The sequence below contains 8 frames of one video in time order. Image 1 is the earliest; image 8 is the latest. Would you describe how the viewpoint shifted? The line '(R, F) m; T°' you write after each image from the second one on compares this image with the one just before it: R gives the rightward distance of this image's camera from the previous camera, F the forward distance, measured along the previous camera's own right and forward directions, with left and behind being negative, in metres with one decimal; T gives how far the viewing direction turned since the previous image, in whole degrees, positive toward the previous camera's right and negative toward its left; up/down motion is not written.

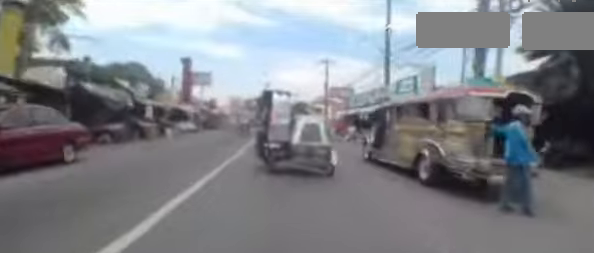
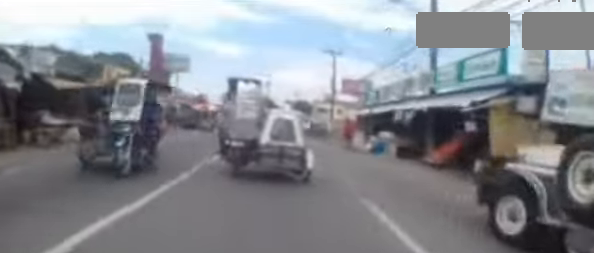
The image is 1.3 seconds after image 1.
(-0.2, +7.2) m; -1°
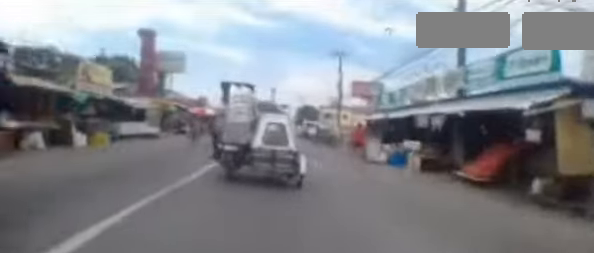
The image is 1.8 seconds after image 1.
(+0.2, +2.4) m; 0°
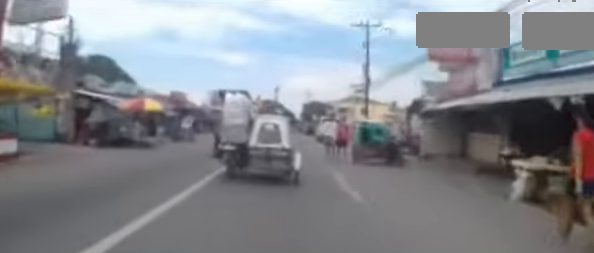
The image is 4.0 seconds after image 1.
(-0.9, +11.9) m; -5°
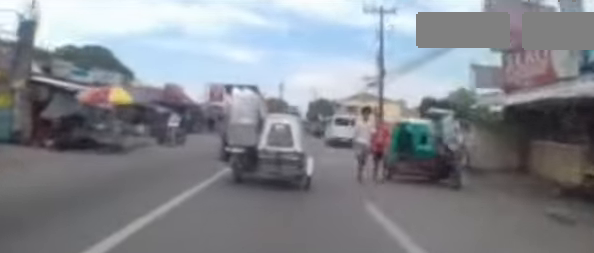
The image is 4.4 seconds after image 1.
(0.0, +2.6) m; 0°
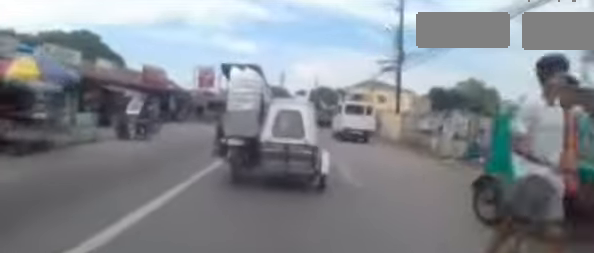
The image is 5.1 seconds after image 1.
(0.0, +3.8) m; 0°
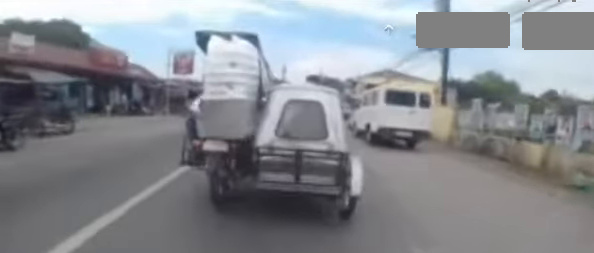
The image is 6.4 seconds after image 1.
(0.0, +7.0) m; +1°
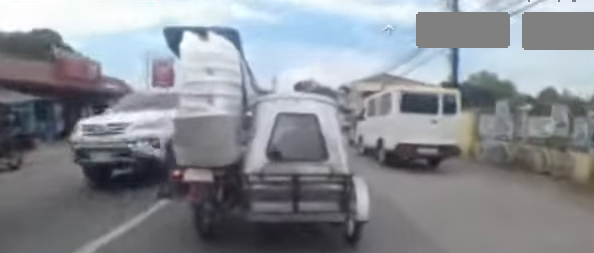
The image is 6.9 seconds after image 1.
(0.0, +2.6) m; +1°
